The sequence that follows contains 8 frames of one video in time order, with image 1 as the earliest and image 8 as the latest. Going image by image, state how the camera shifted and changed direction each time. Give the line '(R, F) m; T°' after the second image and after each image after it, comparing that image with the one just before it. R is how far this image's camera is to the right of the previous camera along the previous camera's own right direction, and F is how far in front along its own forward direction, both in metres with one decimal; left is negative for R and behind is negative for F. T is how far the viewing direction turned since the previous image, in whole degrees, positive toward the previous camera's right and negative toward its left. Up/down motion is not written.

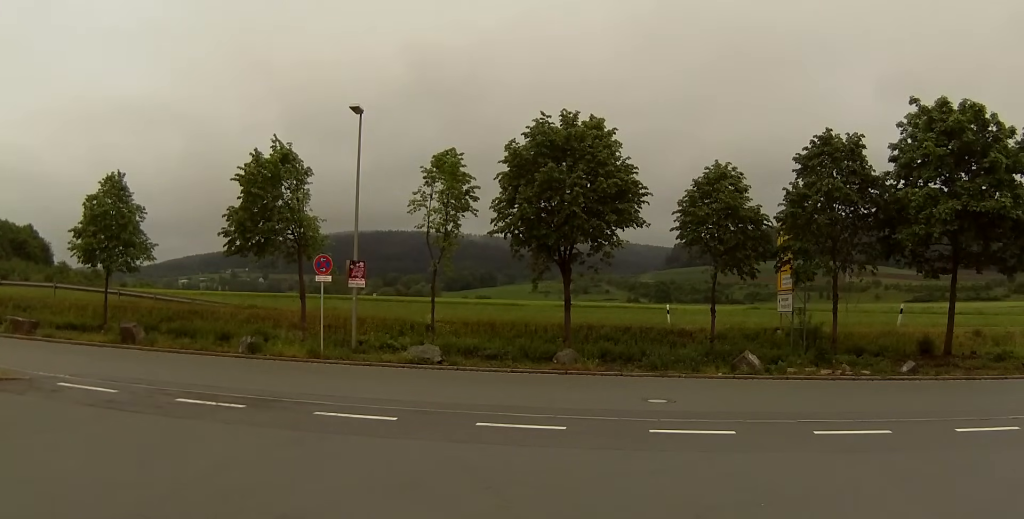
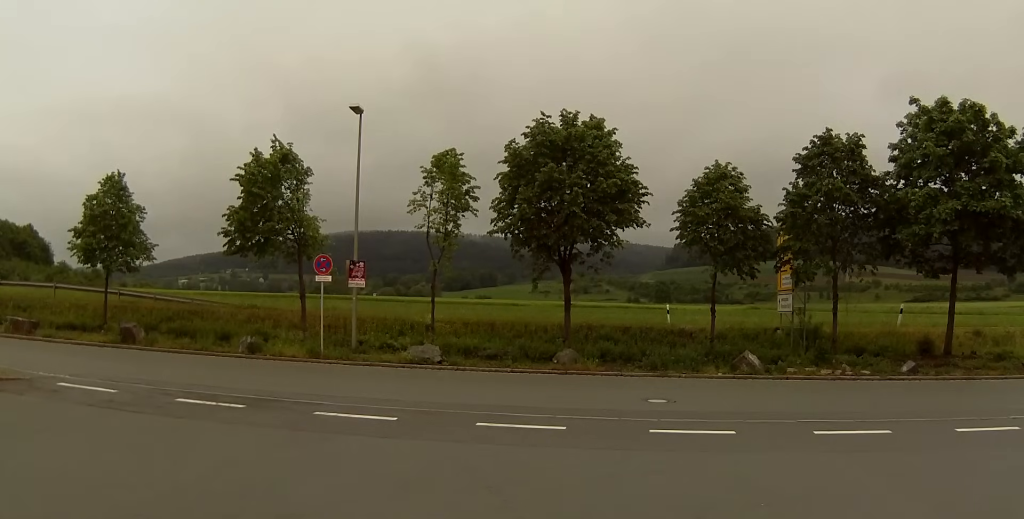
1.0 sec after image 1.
(+0.2, +0.2) m; 0°
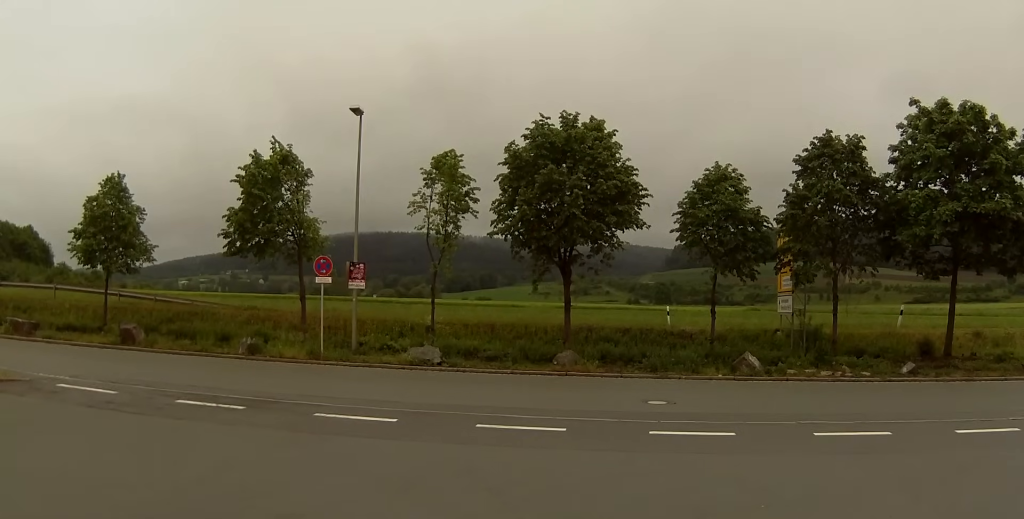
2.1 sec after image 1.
(+0.2, +0.2) m; 0°
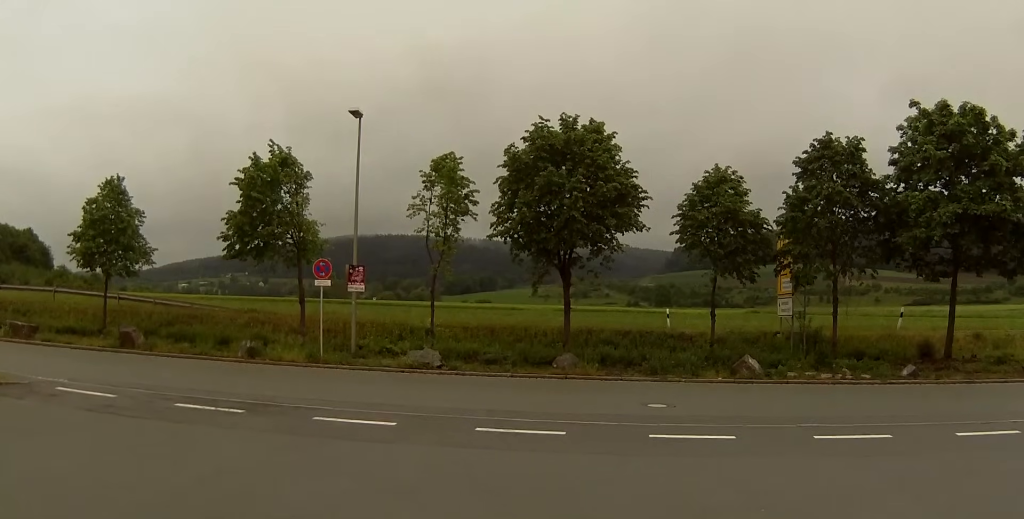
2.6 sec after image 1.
(0.0, +0.2) m; 0°
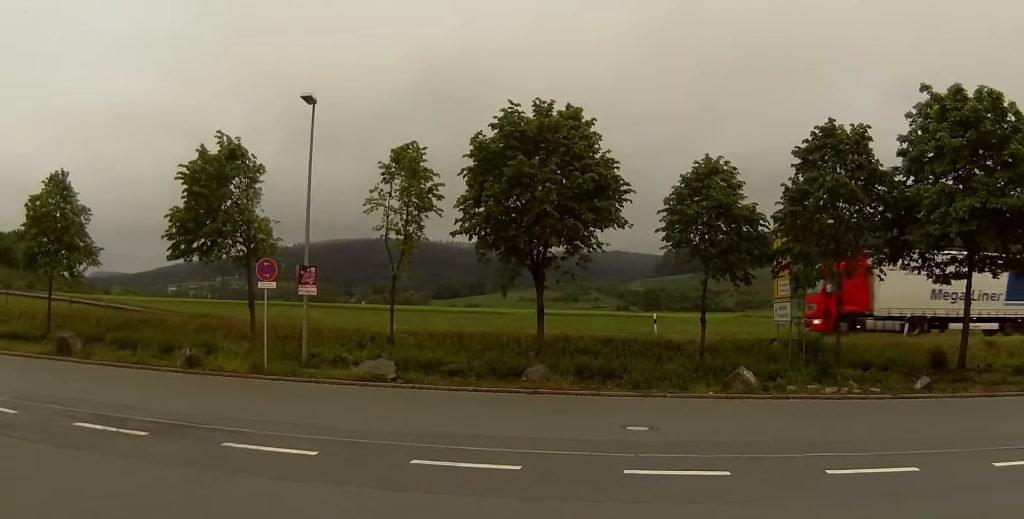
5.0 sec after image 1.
(-0.3, +1.7) m; 0°
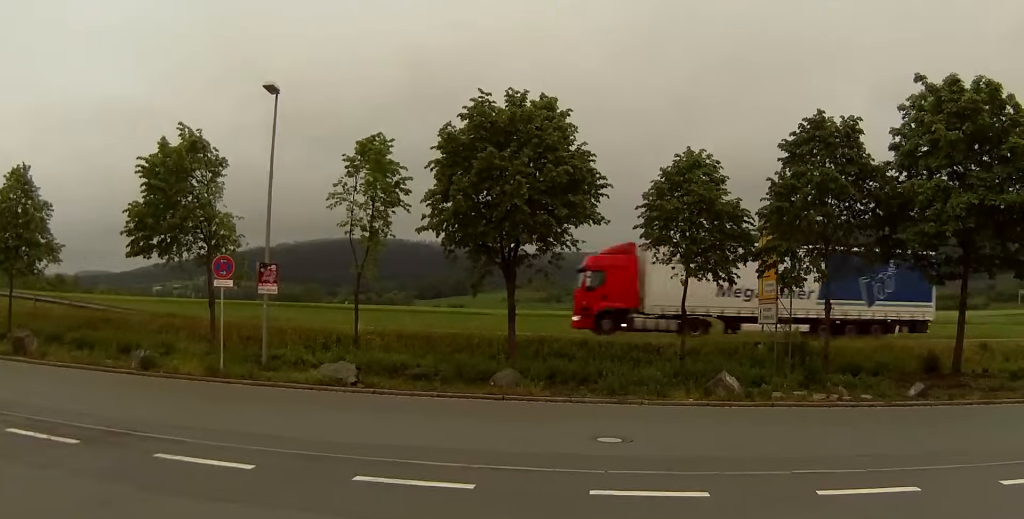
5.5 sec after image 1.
(0.0, +0.9) m; +2°
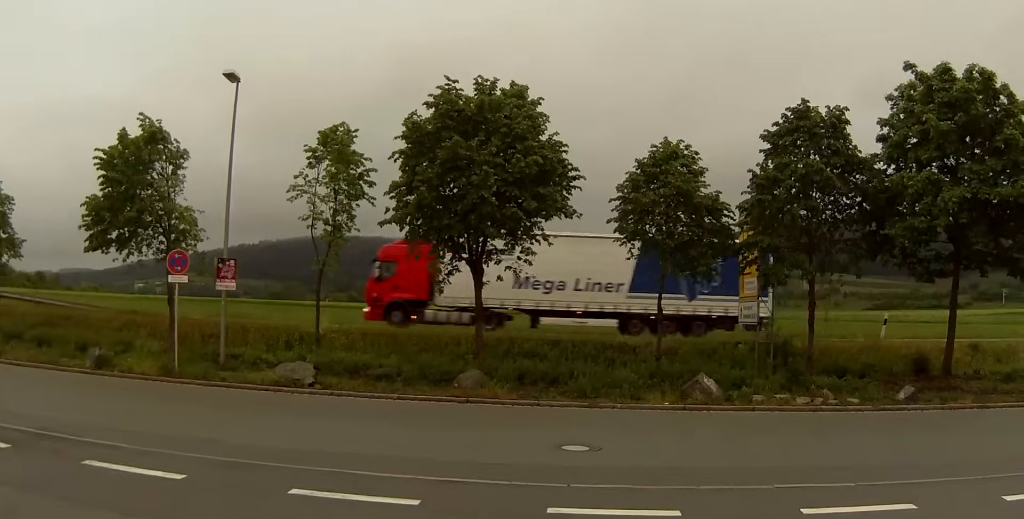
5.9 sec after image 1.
(0.0, +0.8) m; +3°
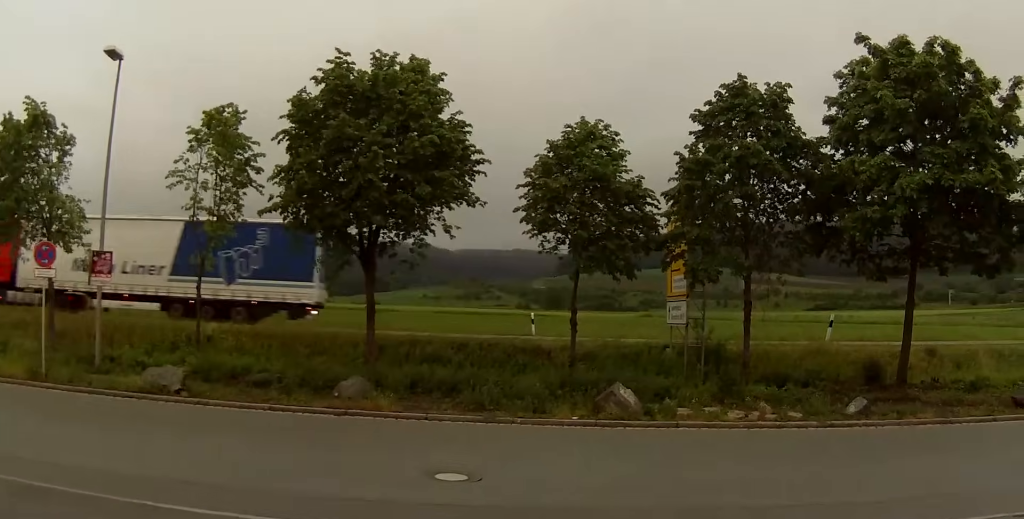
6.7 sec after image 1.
(+0.1, +2.2) m; +2°
